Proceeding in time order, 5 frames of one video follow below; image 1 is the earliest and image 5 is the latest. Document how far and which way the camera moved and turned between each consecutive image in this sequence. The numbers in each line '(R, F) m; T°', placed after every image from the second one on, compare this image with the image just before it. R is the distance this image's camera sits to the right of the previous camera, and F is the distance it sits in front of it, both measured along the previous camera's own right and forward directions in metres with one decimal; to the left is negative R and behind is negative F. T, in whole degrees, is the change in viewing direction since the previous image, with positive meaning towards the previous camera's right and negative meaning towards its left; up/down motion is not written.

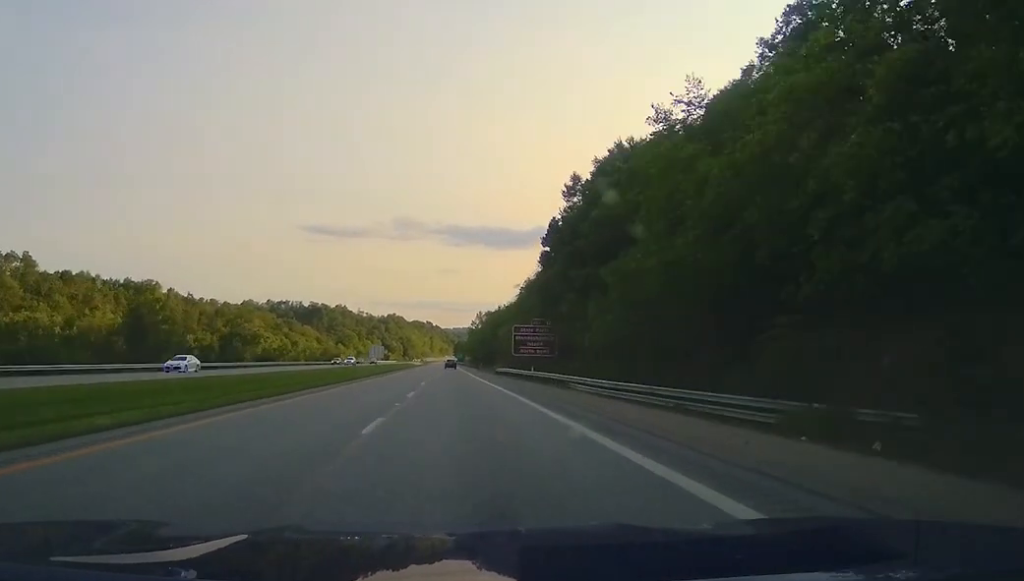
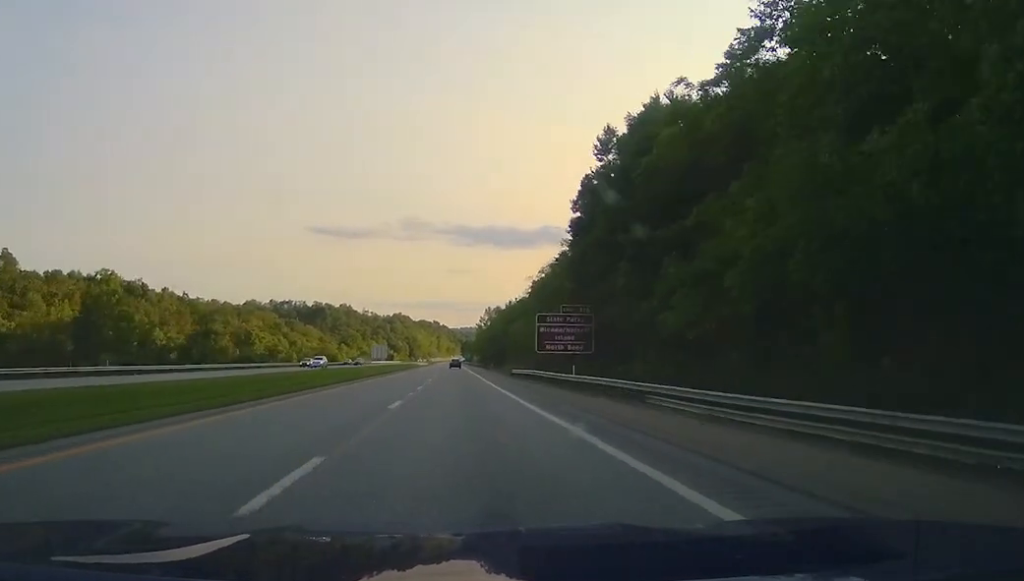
(-0.1, +18.7) m; 0°
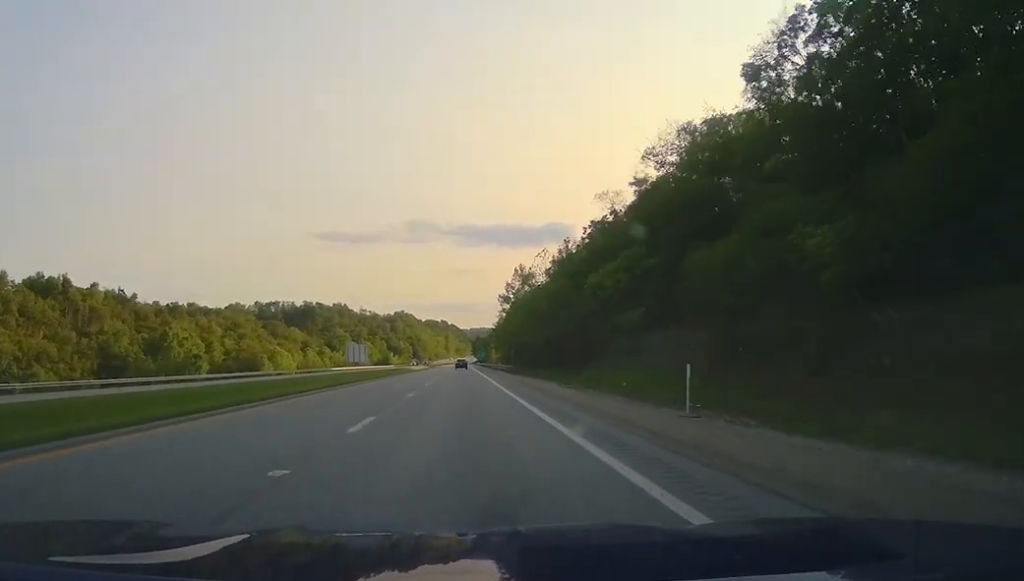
(-0.7, +92.2) m; -1°
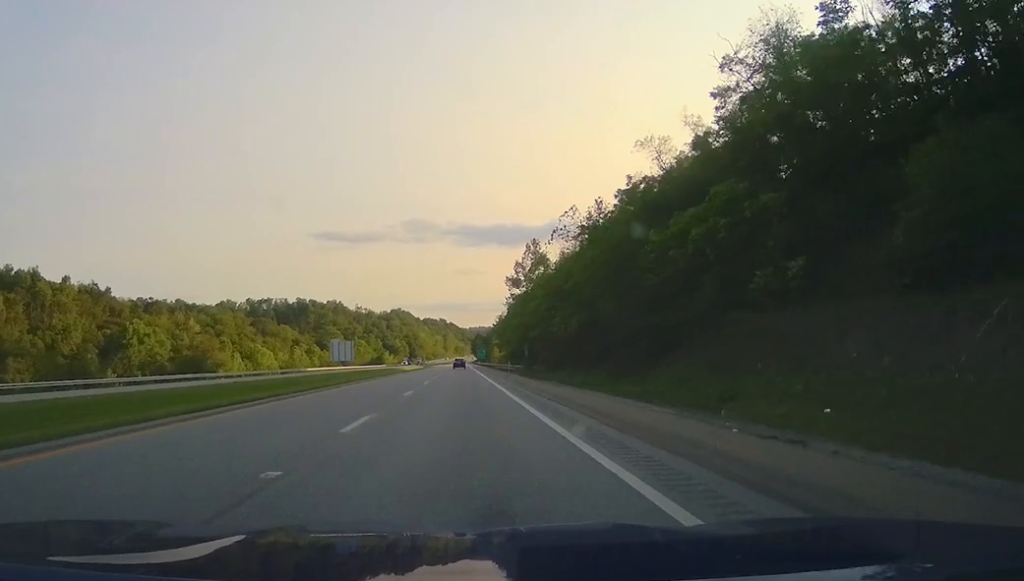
(0.0, +24.5) m; 0°
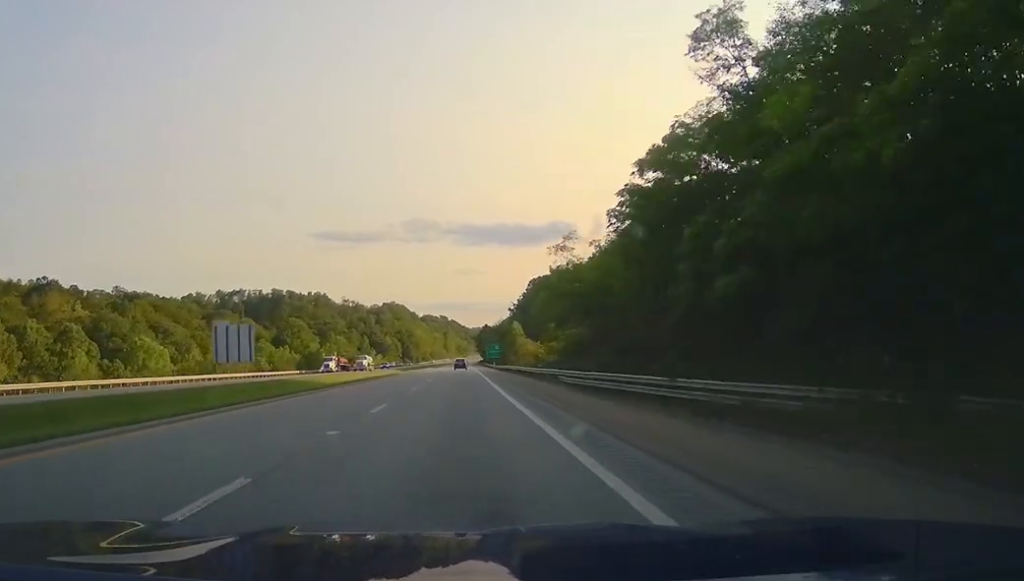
(+0.4, +93.6) m; +1°
